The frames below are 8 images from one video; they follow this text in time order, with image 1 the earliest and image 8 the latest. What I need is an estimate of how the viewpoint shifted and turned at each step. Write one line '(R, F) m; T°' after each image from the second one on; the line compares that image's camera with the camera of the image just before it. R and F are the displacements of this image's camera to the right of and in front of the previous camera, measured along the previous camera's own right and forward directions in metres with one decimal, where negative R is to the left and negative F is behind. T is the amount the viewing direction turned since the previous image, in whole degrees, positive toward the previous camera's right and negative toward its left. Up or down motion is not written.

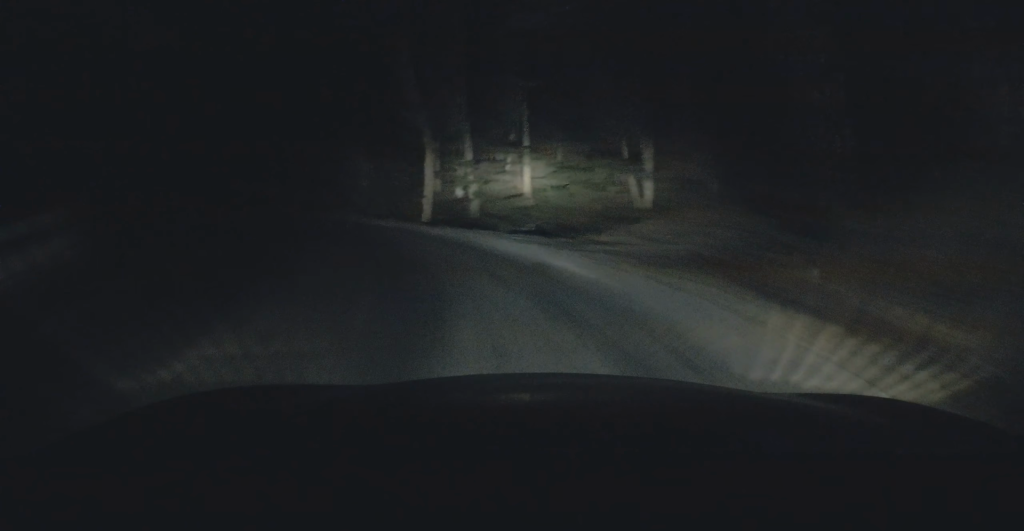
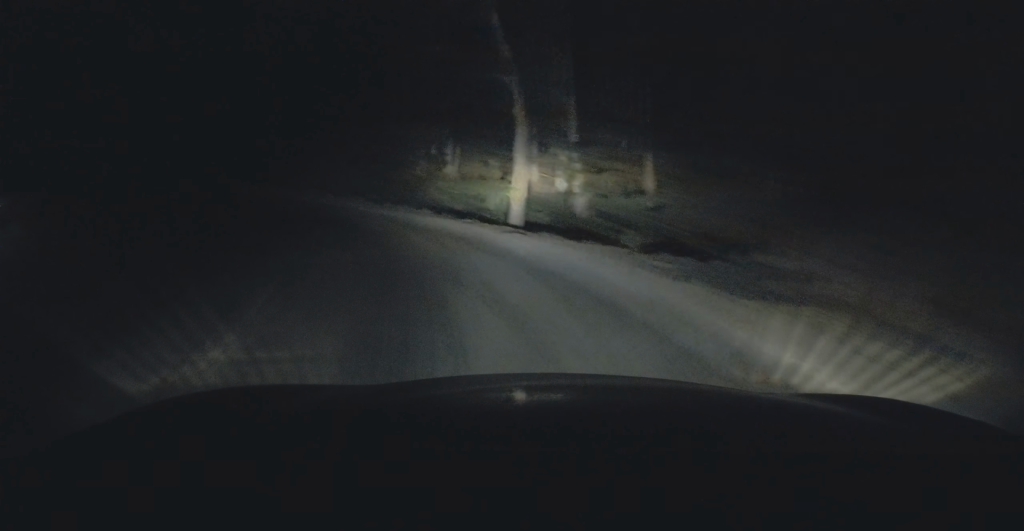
(-0.1, +6.6) m; -4°
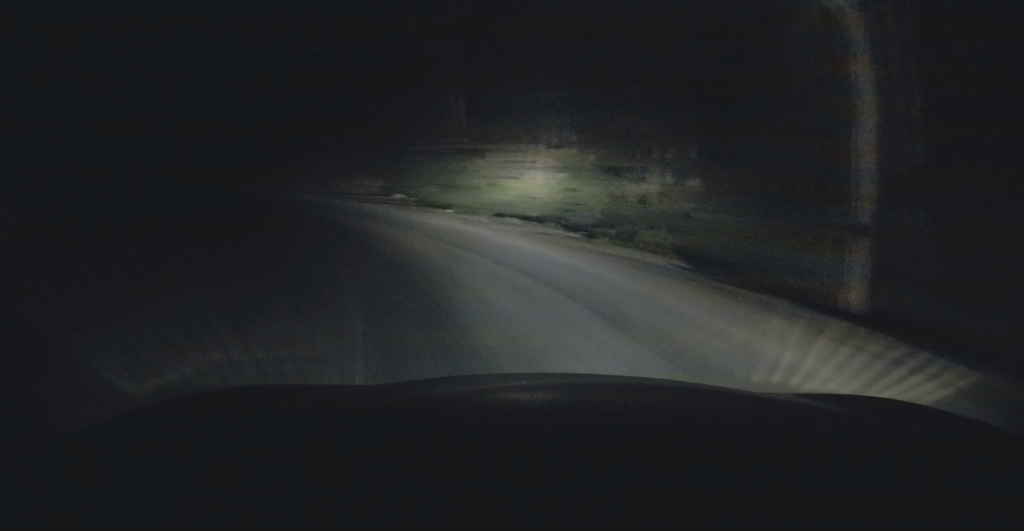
(-0.6, +9.4) m; -8°
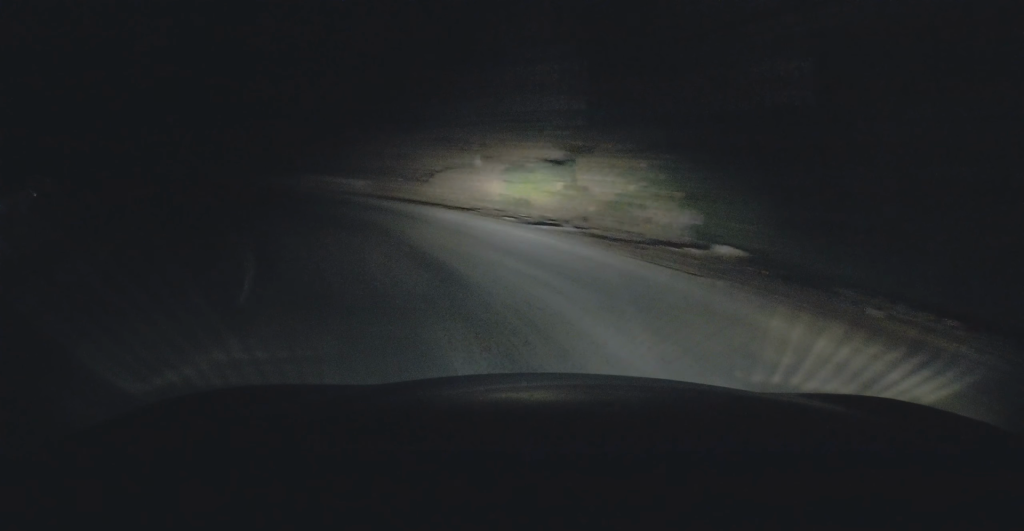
(-0.9, +9.3) m; -16°
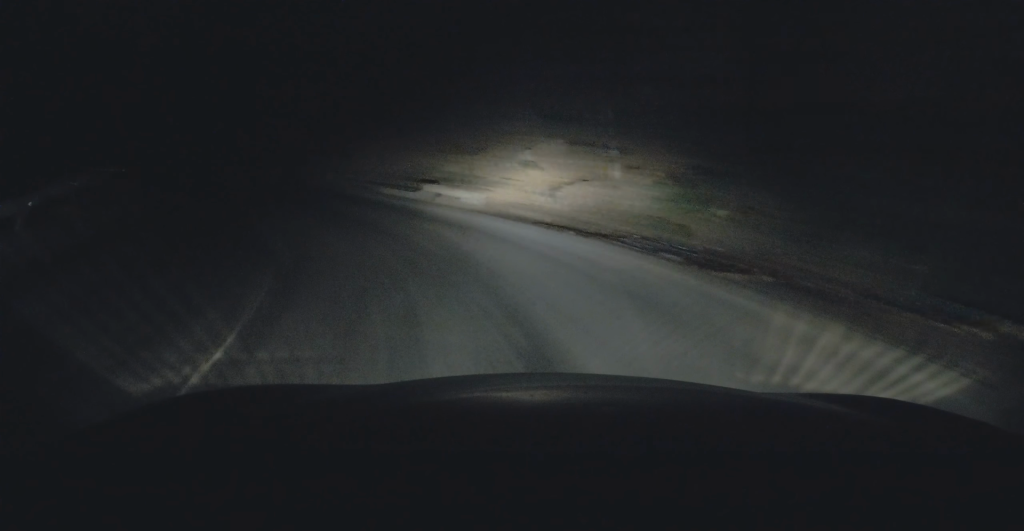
(-0.6, +4.1) m; -14°
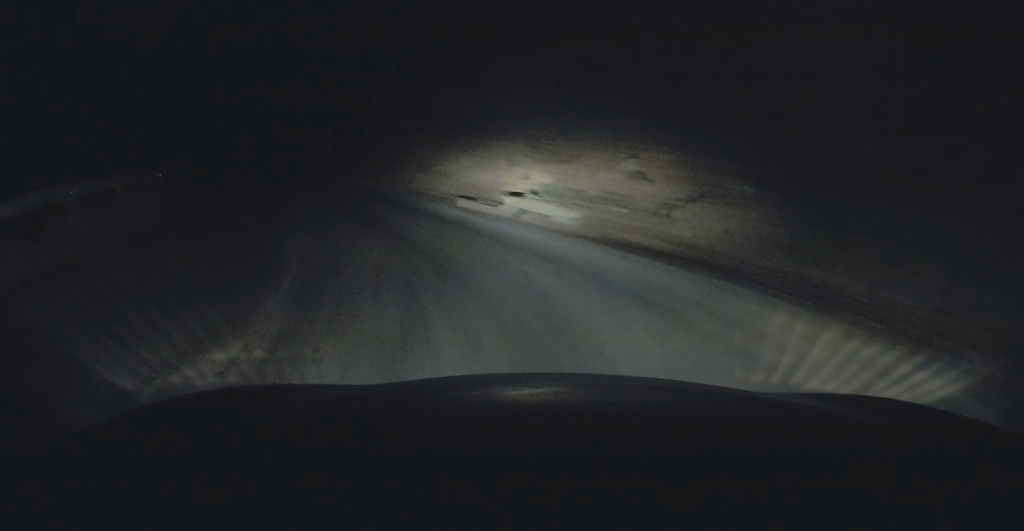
(+0.4, +3.3) m; -11°
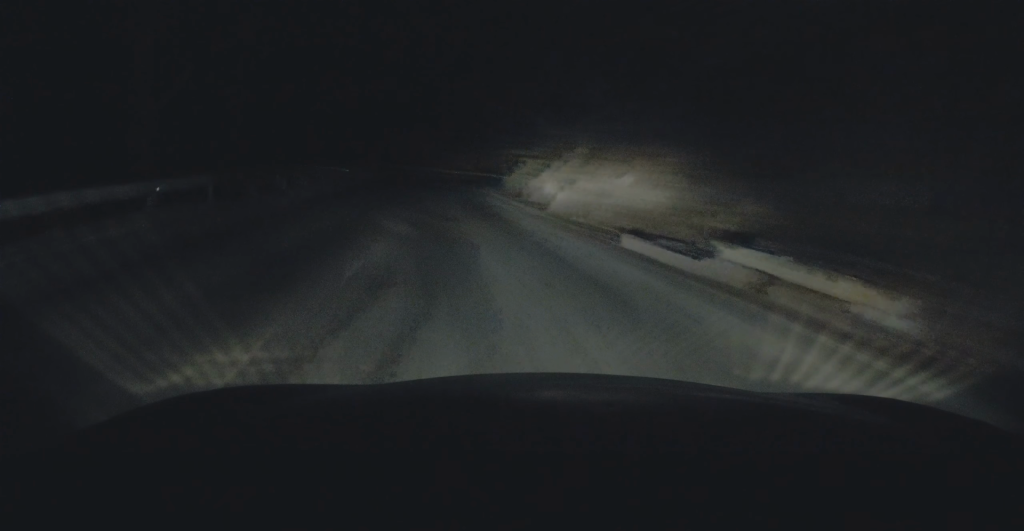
(-2.2, +6.5) m; -17°
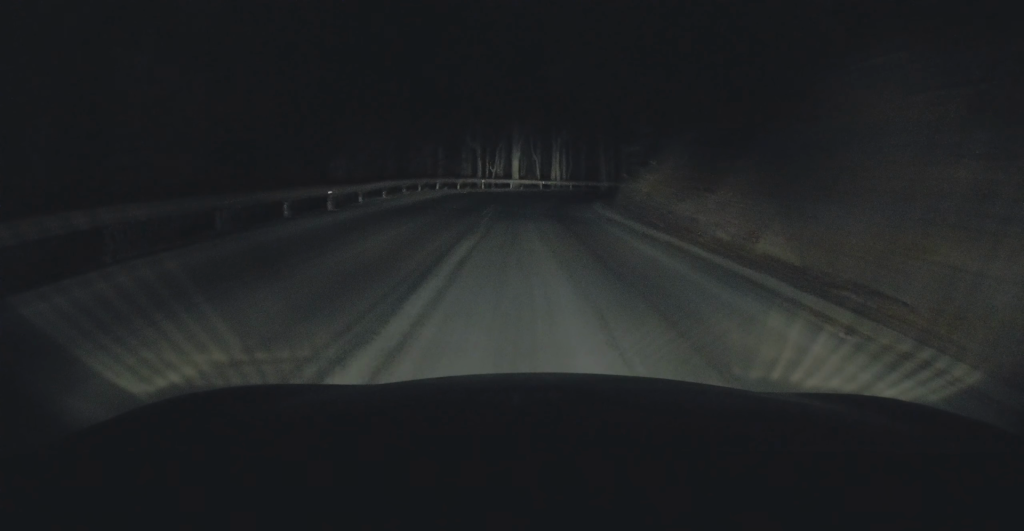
(+0.4, +17.8) m; +2°
